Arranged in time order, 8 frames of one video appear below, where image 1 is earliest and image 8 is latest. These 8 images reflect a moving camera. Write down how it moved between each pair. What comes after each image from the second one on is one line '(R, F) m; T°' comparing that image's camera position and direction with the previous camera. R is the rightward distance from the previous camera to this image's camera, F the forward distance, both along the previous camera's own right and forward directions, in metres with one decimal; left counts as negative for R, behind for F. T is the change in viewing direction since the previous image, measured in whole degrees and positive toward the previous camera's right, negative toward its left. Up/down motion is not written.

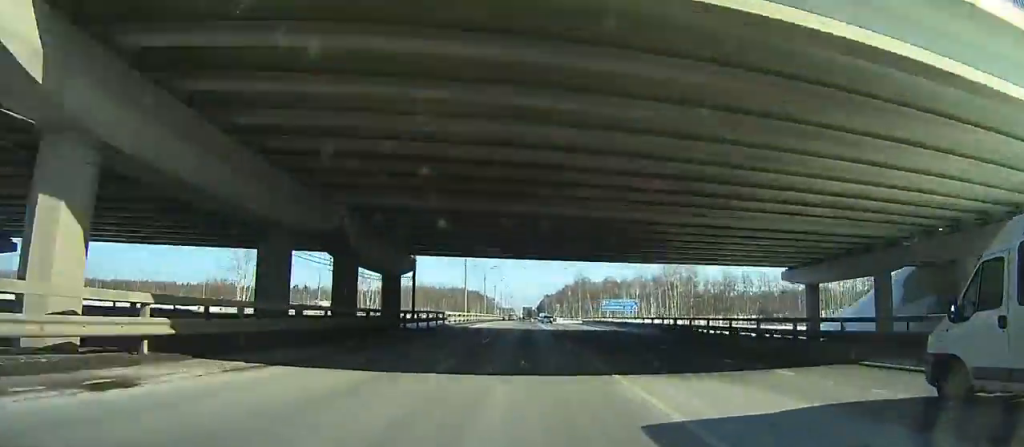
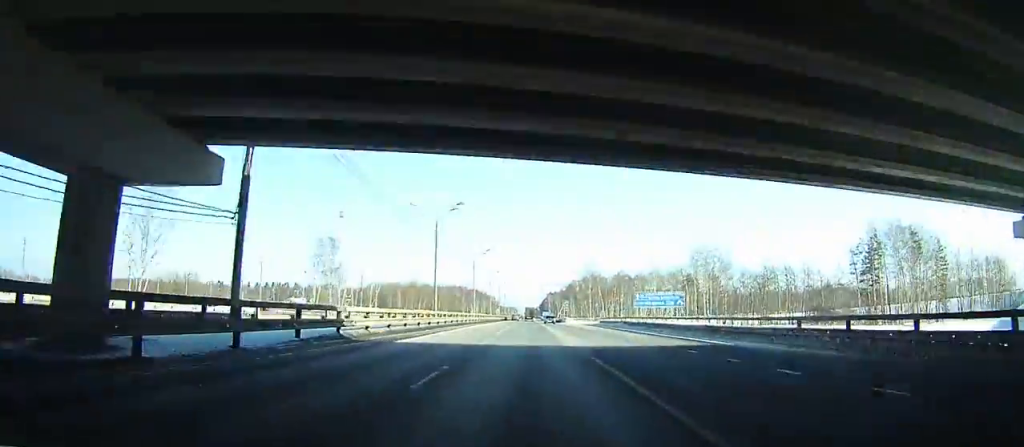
(-0.1, +28.7) m; 0°
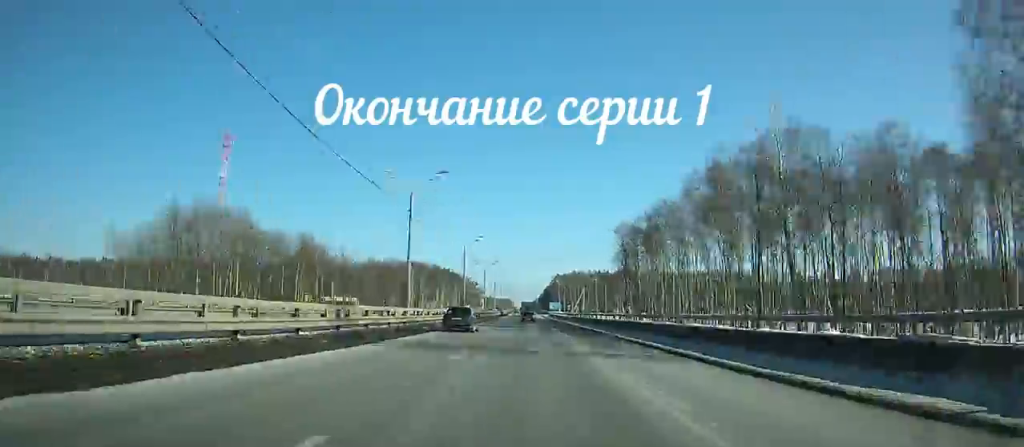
(+0.7, +161.3) m; 0°
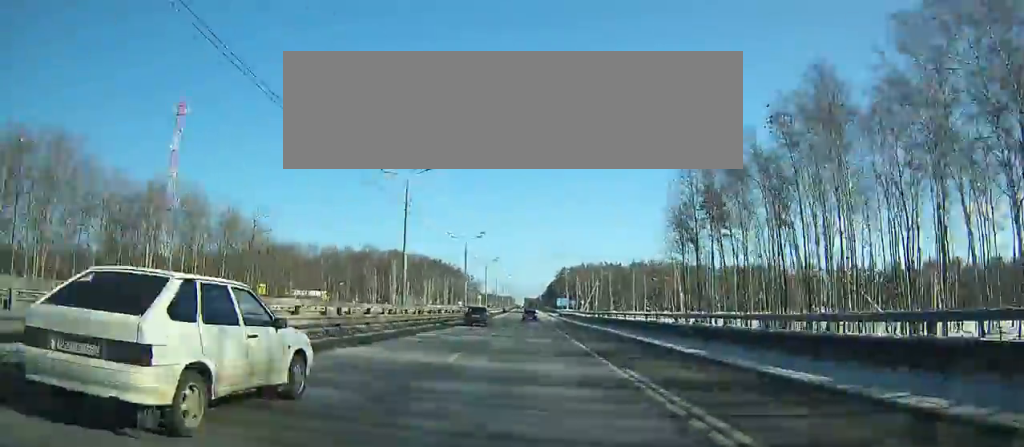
(-0.1, +40.2) m; 0°
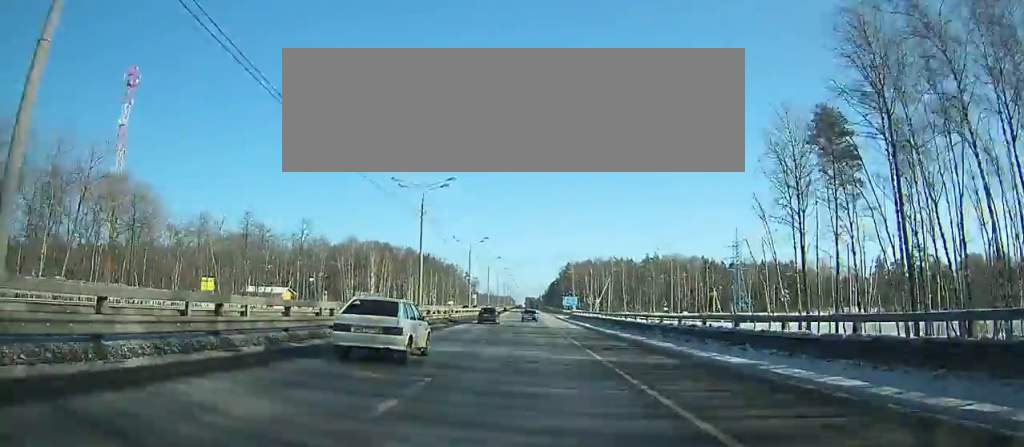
(0.0, +33.1) m; 0°
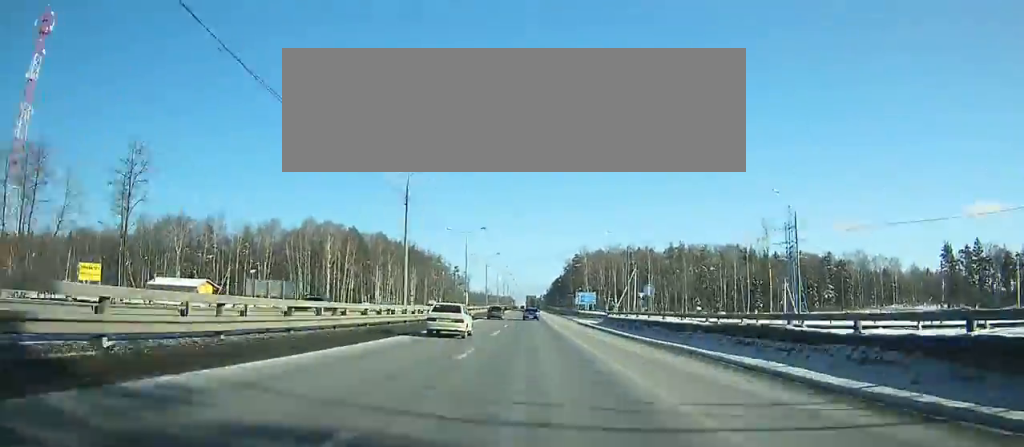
(0.0, +43.9) m; 0°
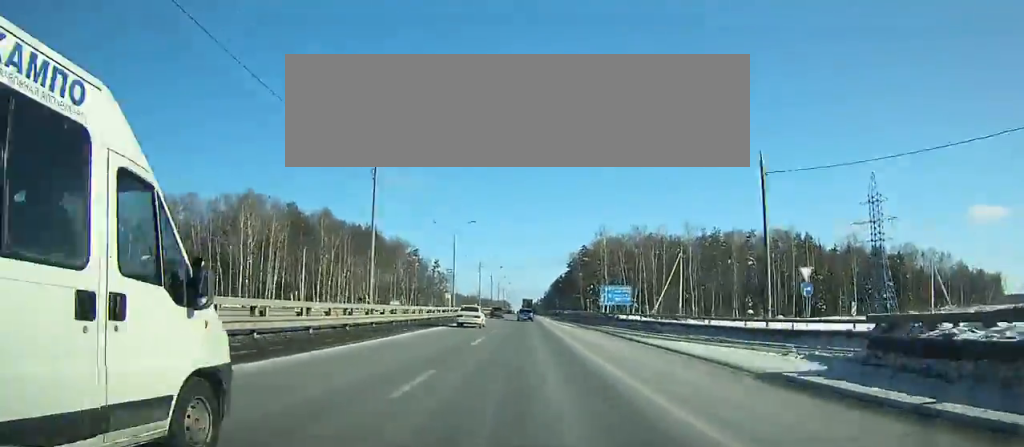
(-0.1, +47.7) m; 0°
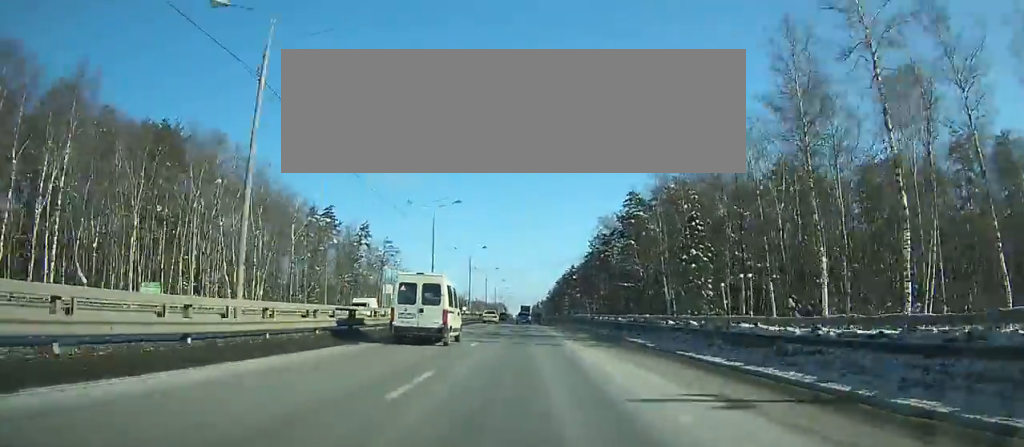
(-0.5, +92.8) m; 0°
